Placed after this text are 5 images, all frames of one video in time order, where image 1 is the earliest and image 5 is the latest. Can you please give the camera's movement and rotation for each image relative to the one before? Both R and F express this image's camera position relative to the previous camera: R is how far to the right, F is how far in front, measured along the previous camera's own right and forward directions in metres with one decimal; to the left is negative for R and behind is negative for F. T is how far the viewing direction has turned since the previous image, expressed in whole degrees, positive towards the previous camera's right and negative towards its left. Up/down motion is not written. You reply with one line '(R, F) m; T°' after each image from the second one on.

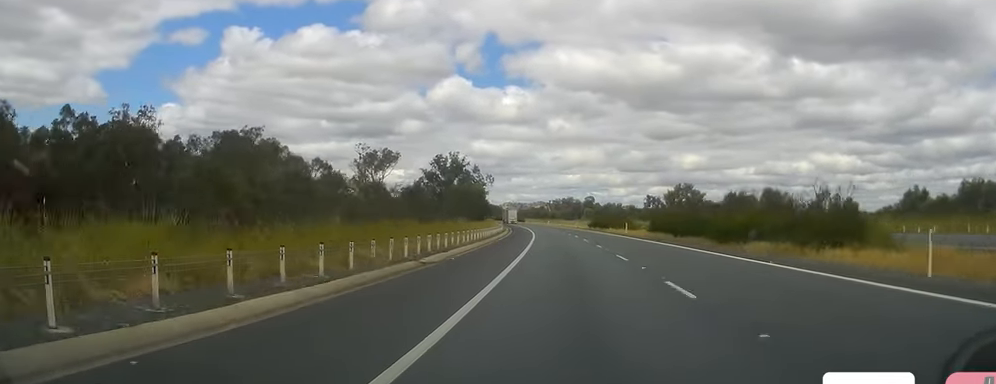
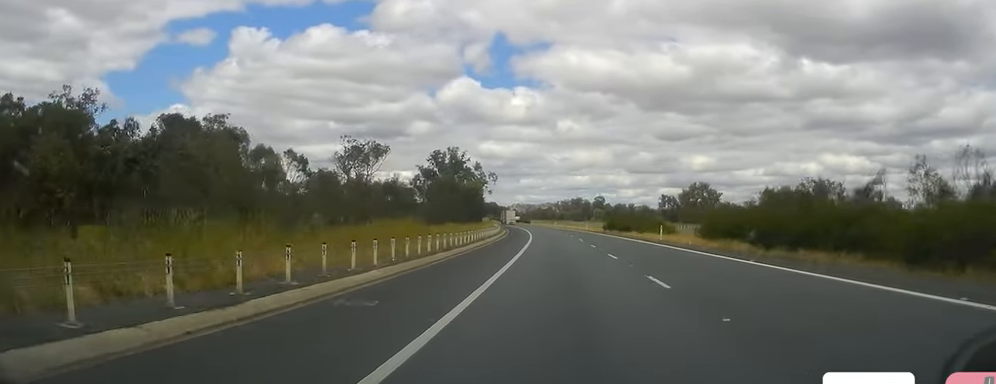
(-0.2, +22.1) m; 0°
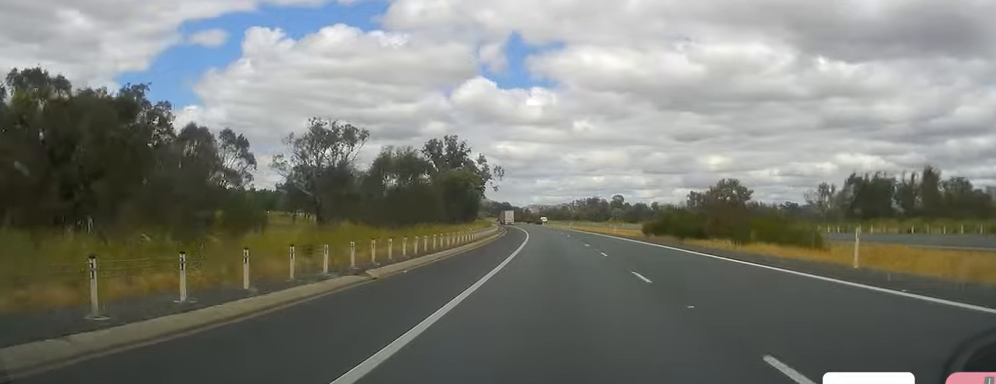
(0.0, +34.5) m; -2°
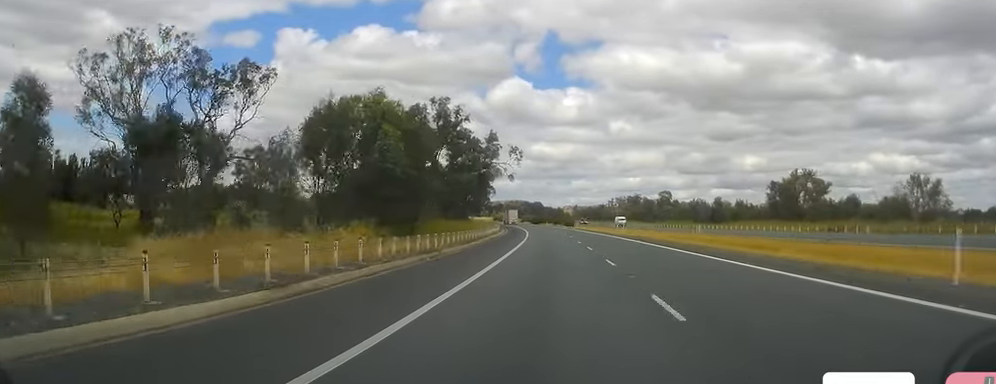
(-1.7, +66.1) m; -2°
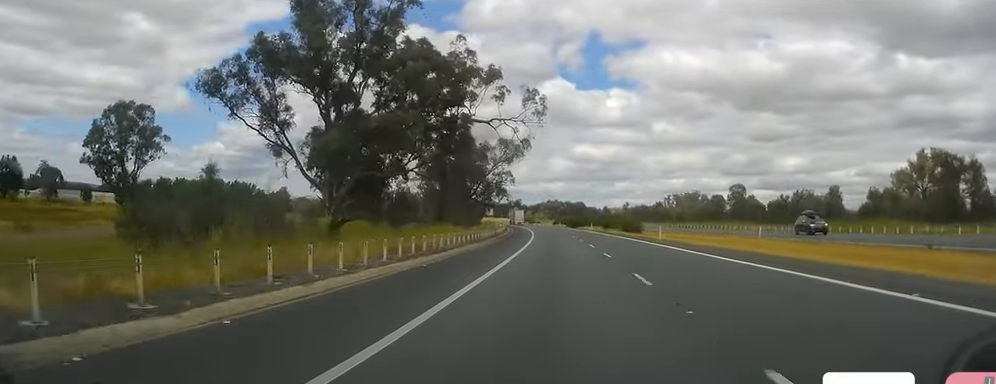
(-3.1, +77.9) m; -5°
